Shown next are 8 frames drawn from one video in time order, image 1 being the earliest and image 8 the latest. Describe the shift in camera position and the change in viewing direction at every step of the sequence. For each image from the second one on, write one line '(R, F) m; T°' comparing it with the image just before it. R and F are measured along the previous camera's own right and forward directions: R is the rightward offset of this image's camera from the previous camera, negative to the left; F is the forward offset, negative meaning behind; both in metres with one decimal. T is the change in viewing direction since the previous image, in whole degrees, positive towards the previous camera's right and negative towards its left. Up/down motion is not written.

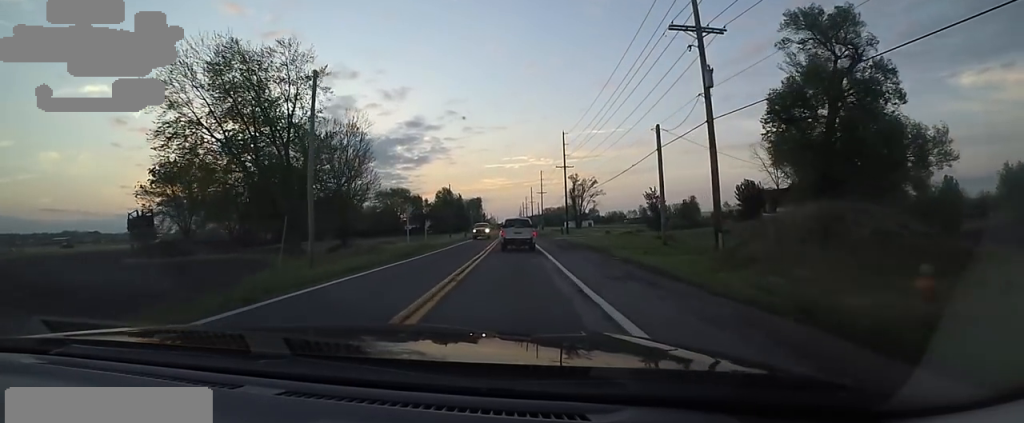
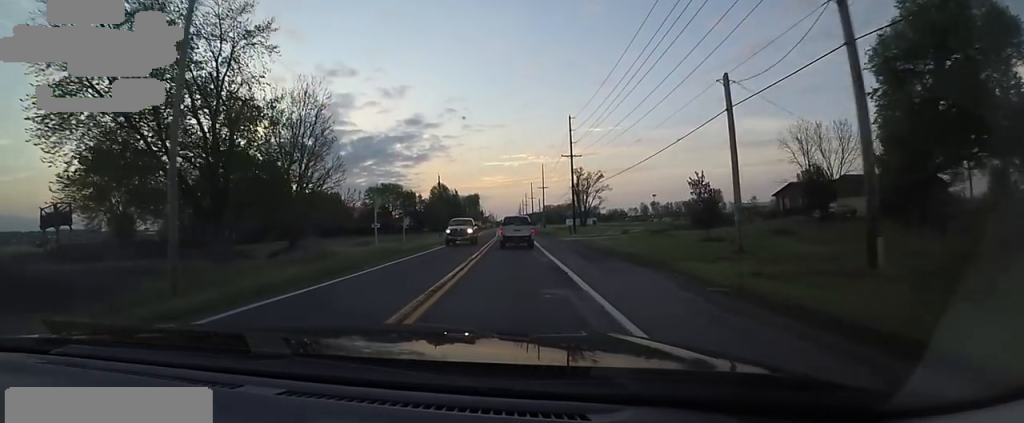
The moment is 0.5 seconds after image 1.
(+0.1, +10.0) m; 0°
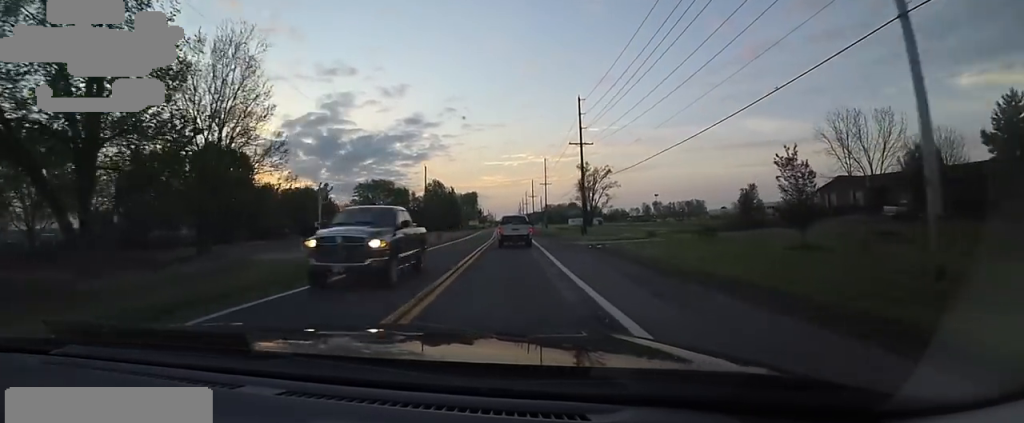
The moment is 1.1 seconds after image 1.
(-0.1, +10.1) m; 0°
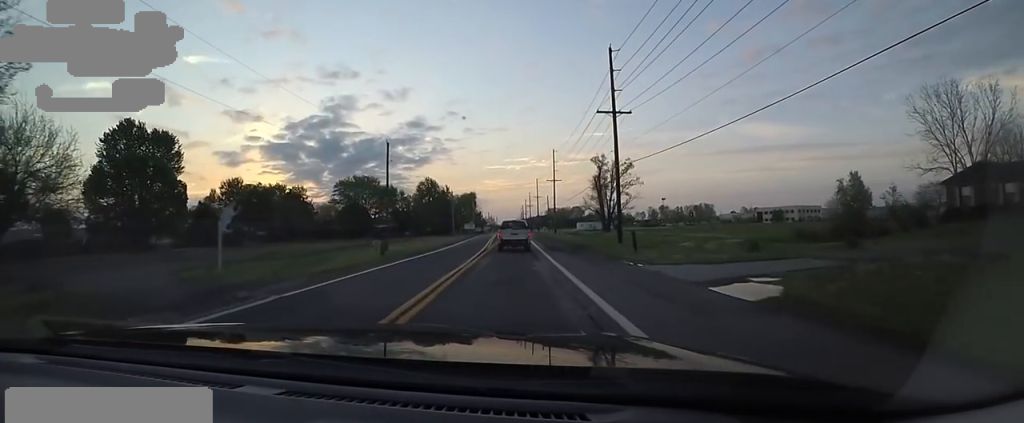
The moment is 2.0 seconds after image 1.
(0.0, +18.7) m; 0°
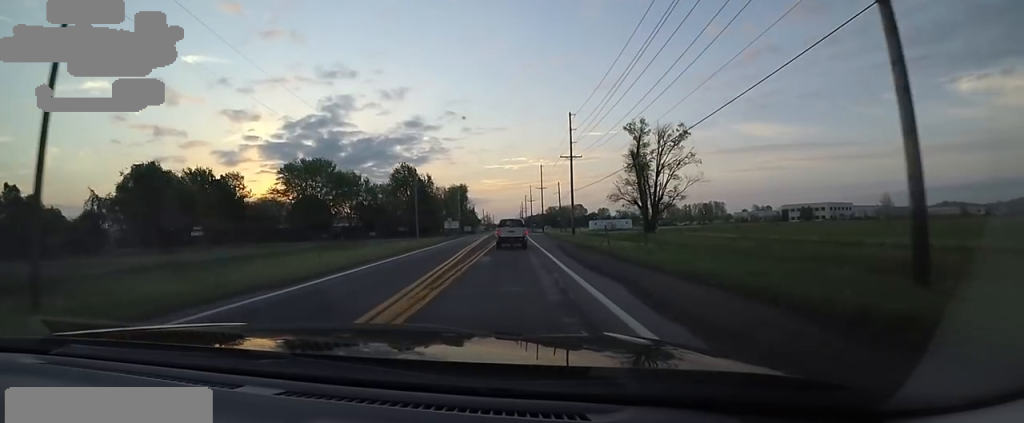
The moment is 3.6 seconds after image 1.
(-0.2, +31.6) m; -1°
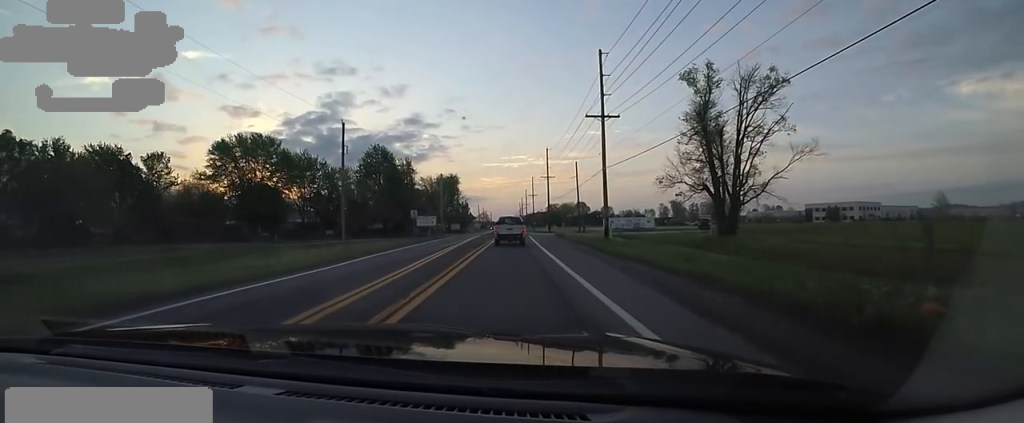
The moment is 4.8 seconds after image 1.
(0.0, +23.3) m; -2°
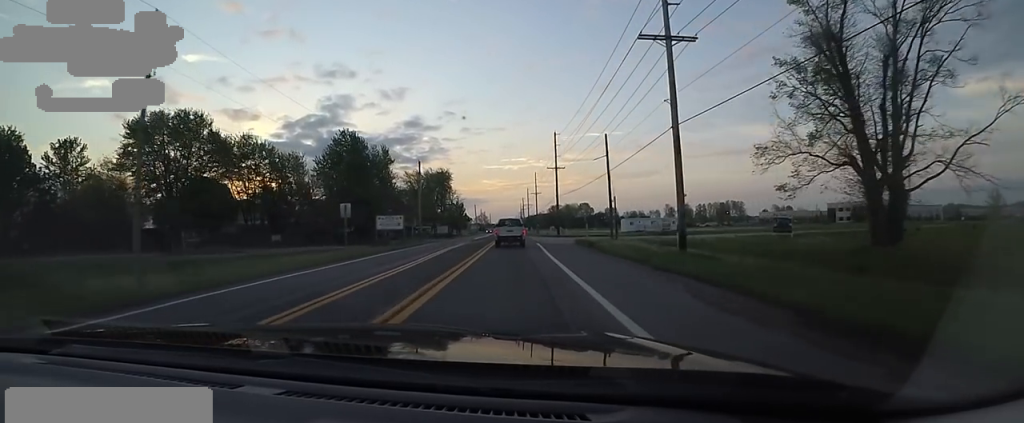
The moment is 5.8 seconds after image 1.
(-0.5, +17.4) m; -1°
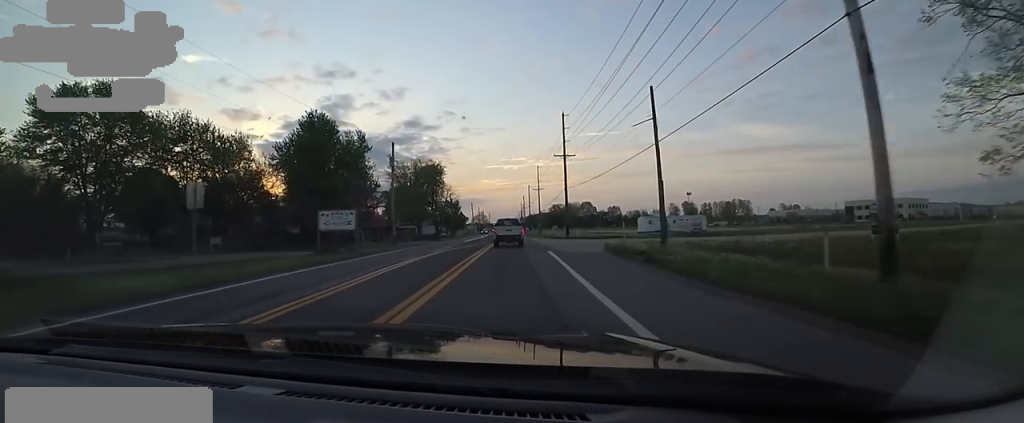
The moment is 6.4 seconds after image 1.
(-0.3, +12.4) m; +1°
